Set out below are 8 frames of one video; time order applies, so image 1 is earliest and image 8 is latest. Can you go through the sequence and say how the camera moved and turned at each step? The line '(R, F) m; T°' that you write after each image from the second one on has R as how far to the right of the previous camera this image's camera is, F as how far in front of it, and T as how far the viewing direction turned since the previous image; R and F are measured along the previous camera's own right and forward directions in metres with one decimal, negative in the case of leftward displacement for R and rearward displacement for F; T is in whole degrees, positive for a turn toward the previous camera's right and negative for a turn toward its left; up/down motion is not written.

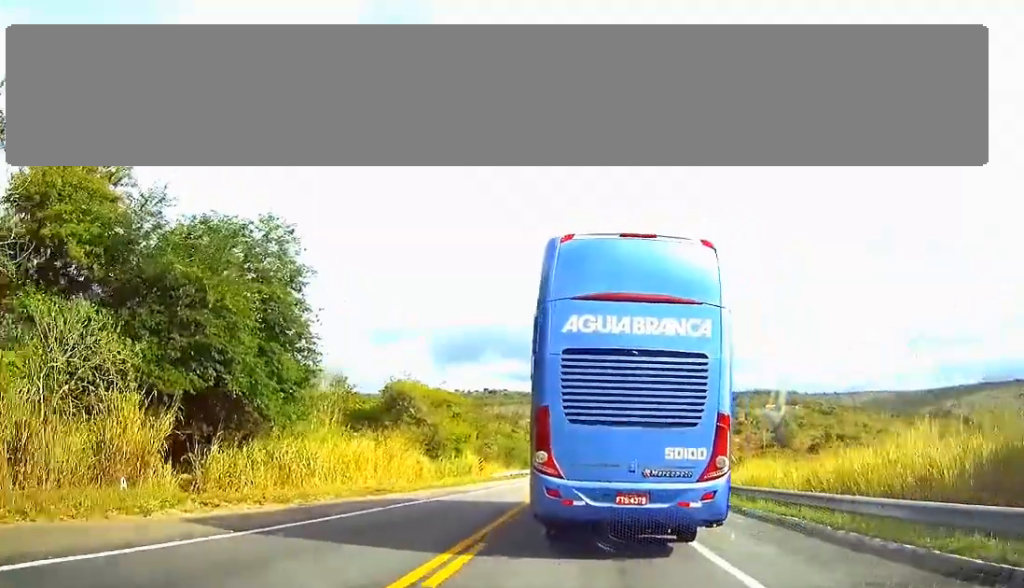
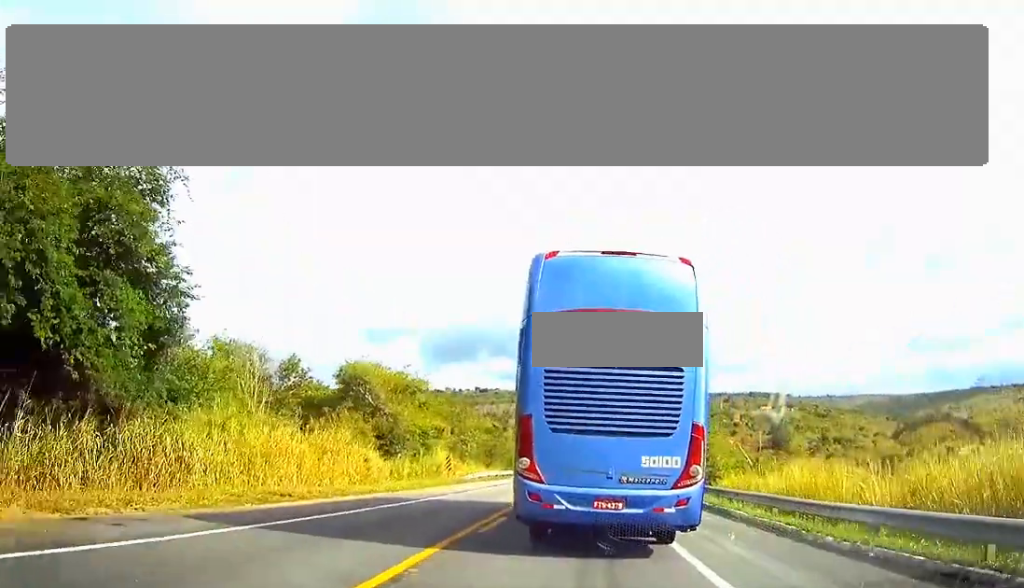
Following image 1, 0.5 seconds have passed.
(0.0, +10.1) m; 0°
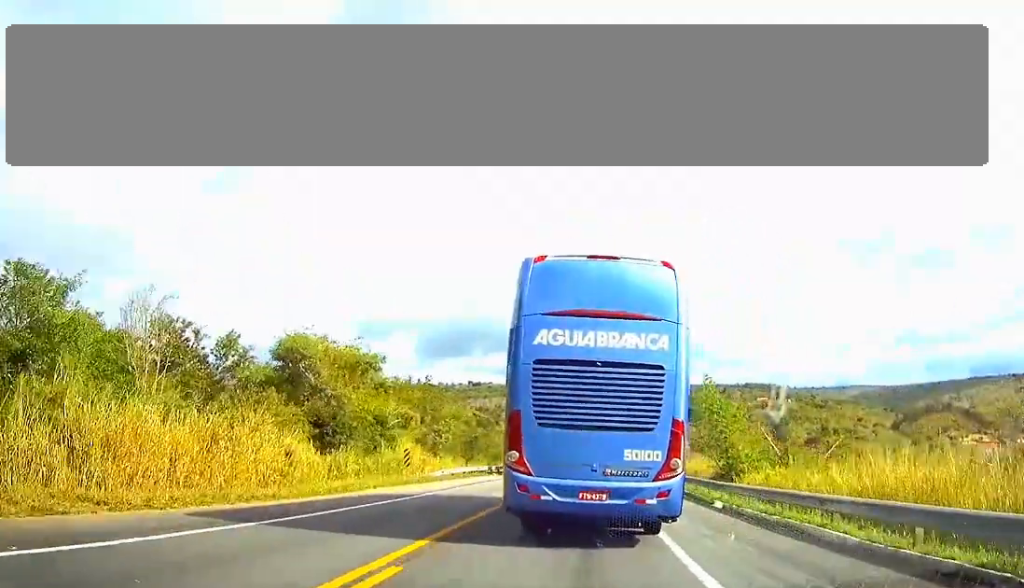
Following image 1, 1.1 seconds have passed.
(0.0, +10.1) m; 0°
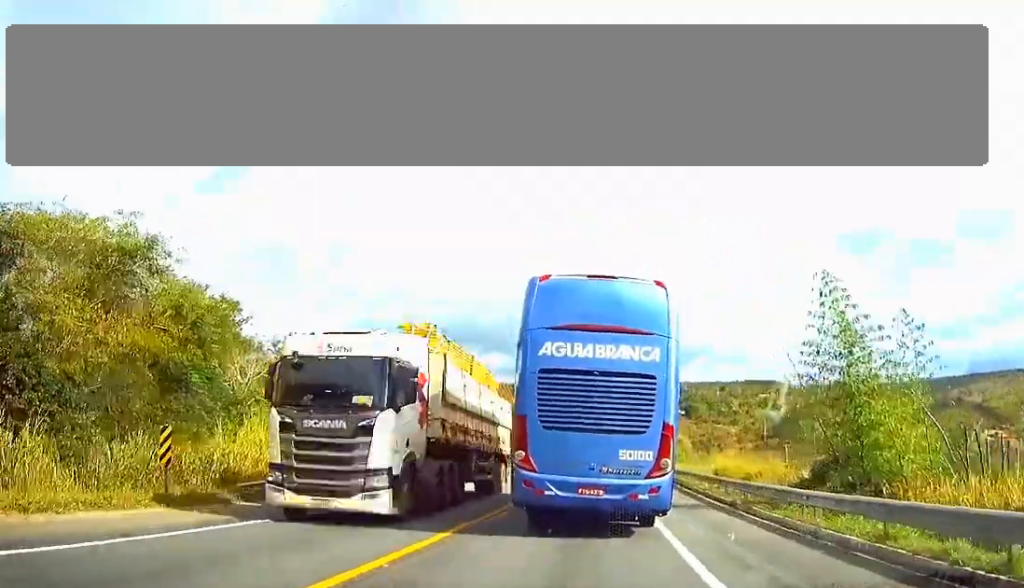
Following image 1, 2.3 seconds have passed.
(0.0, +23.5) m; 0°
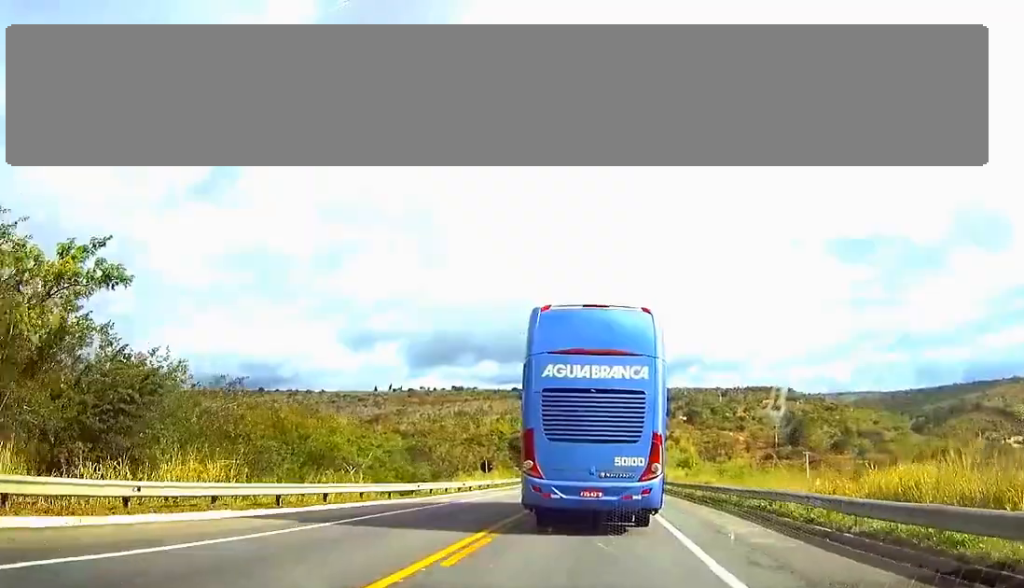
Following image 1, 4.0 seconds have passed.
(0.0, +33.7) m; 0°
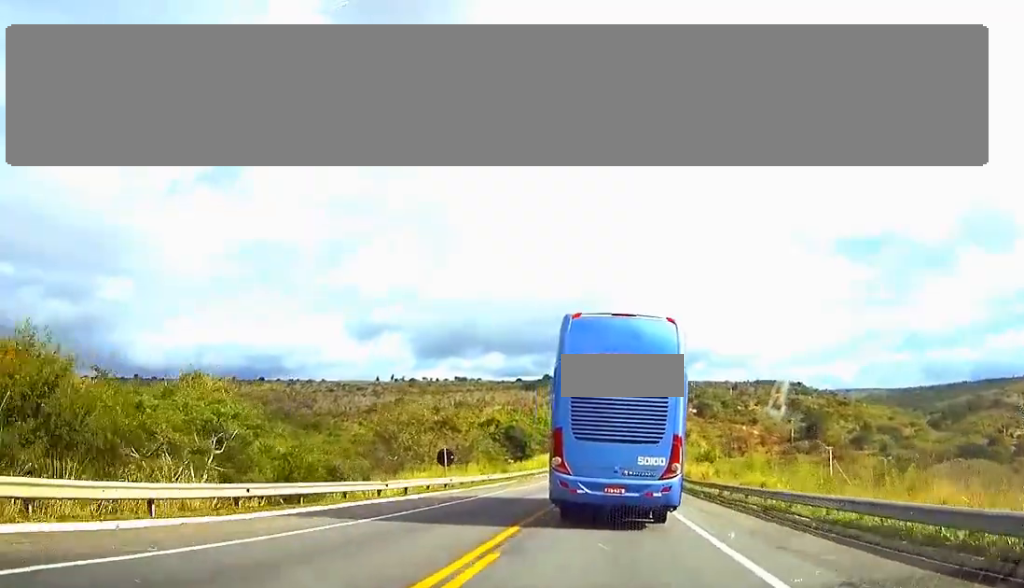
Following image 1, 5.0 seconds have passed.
(+0.1, +20.0) m; +1°
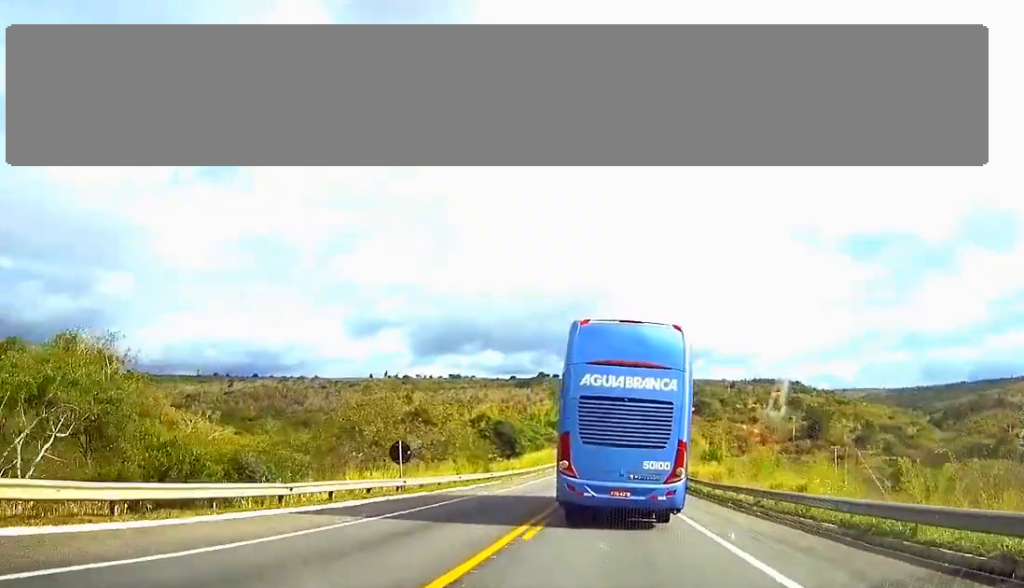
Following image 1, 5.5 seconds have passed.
(+0.1, +9.5) m; 0°
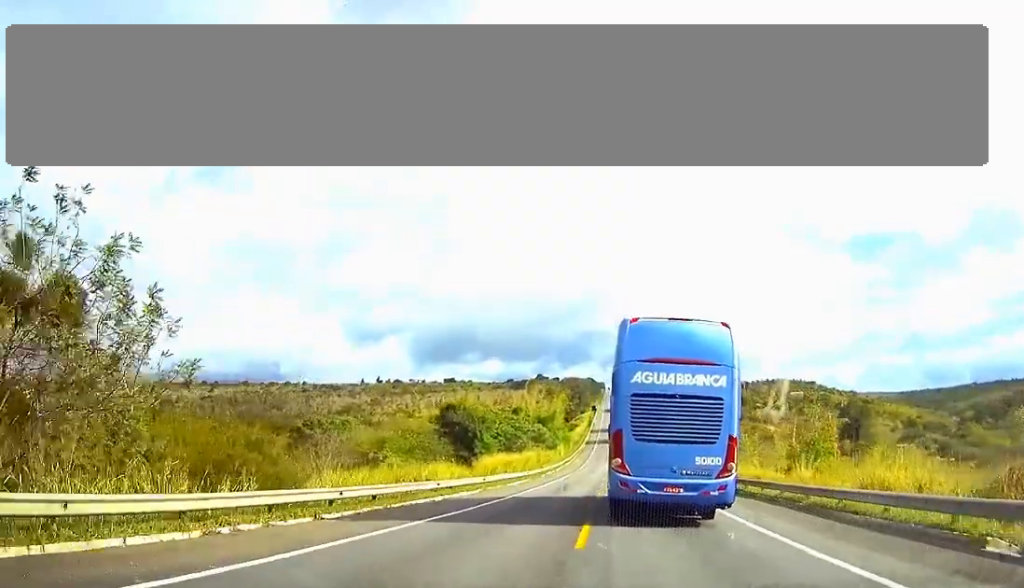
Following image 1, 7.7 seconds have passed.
(+0.1, +47.3) m; 0°
